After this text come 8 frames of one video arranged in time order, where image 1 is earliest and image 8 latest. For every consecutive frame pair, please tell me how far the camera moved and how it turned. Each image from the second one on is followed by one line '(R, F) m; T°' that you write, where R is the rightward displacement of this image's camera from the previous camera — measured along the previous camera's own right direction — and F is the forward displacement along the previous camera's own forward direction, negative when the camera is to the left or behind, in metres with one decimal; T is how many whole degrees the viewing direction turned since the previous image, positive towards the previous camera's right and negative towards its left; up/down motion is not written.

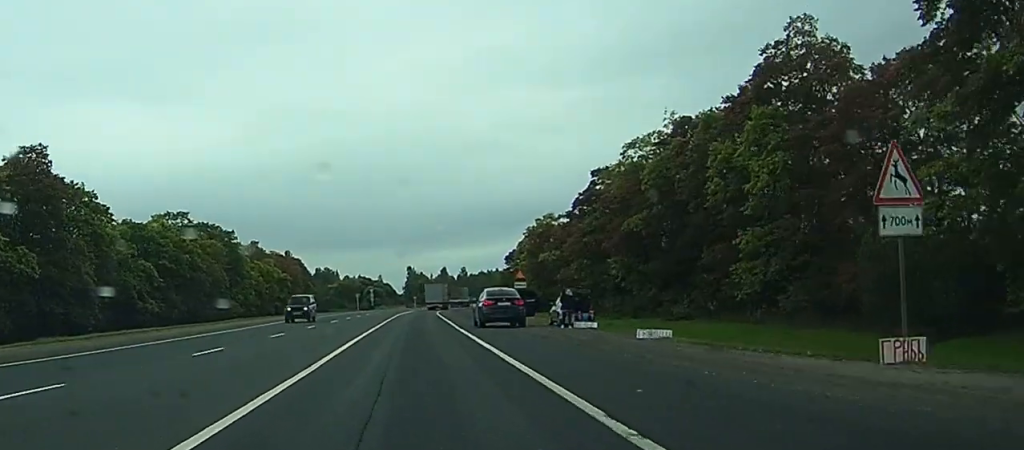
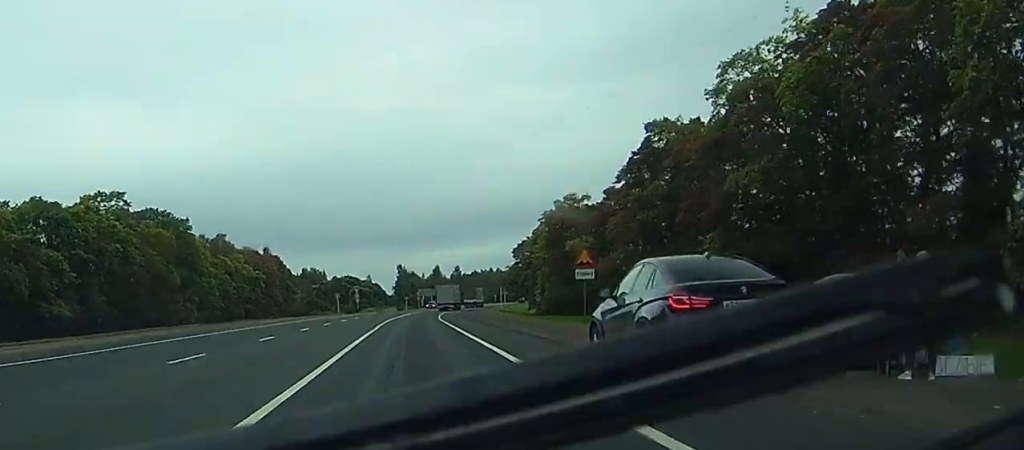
(0.0, +26.6) m; 0°
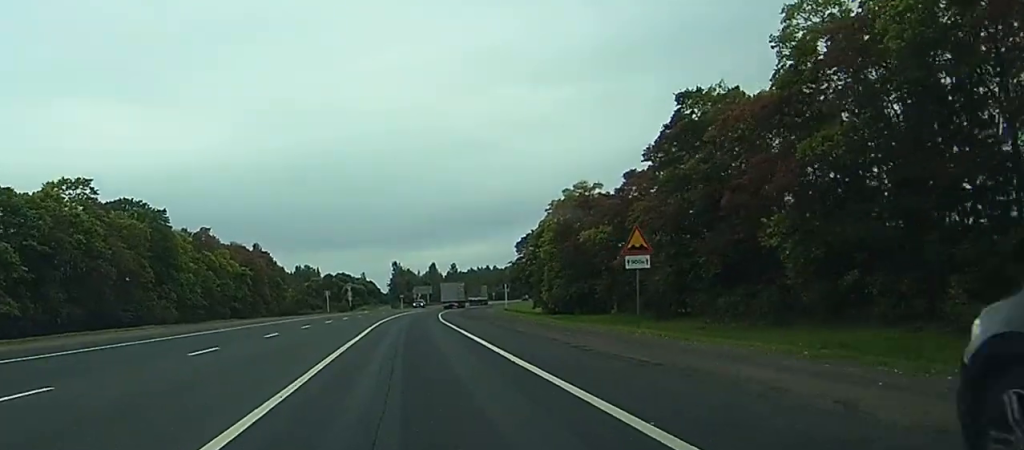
(0.0, +10.1) m; 0°
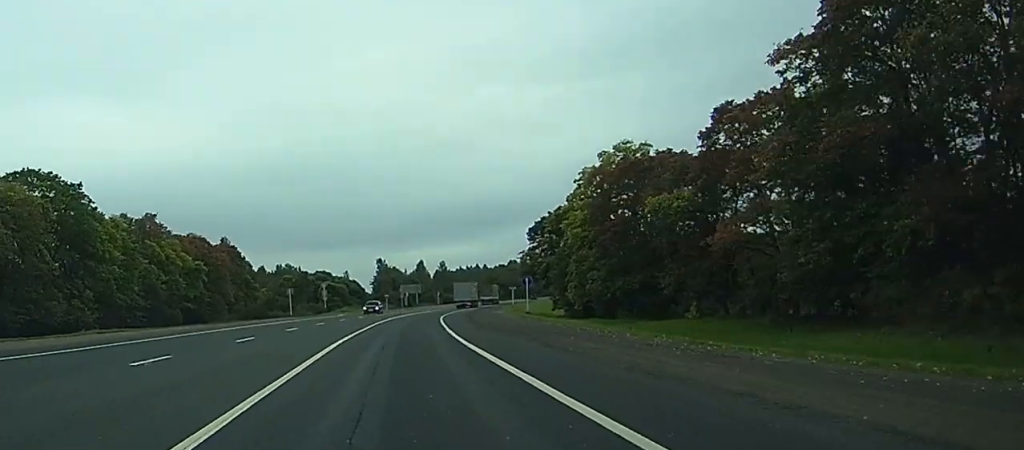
(+0.1, +27.4) m; +1°
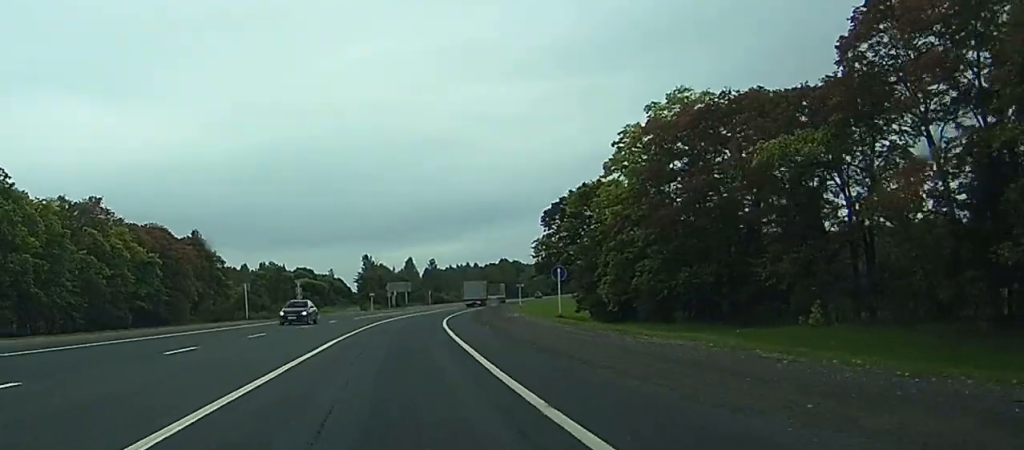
(+0.2, +20.4) m; +1°
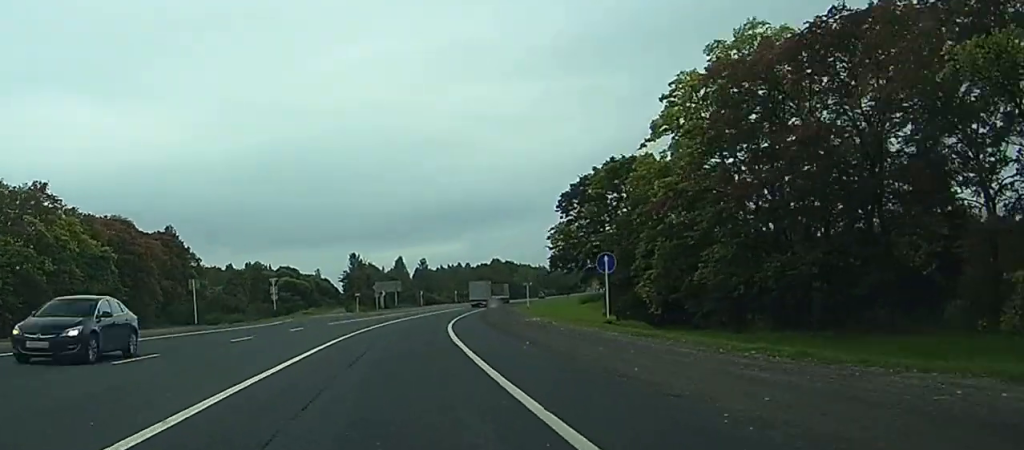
(+0.1, +15.4) m; +1°
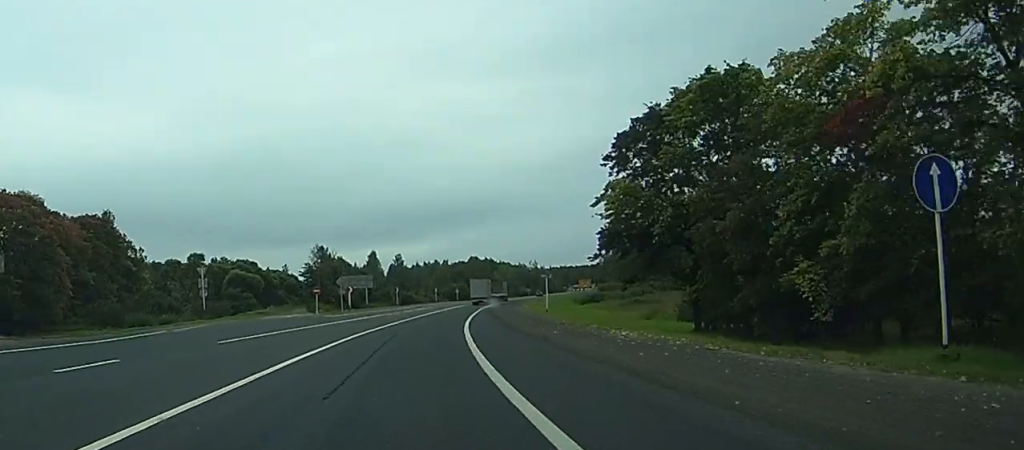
(+0.5, +27.2) m; +2°
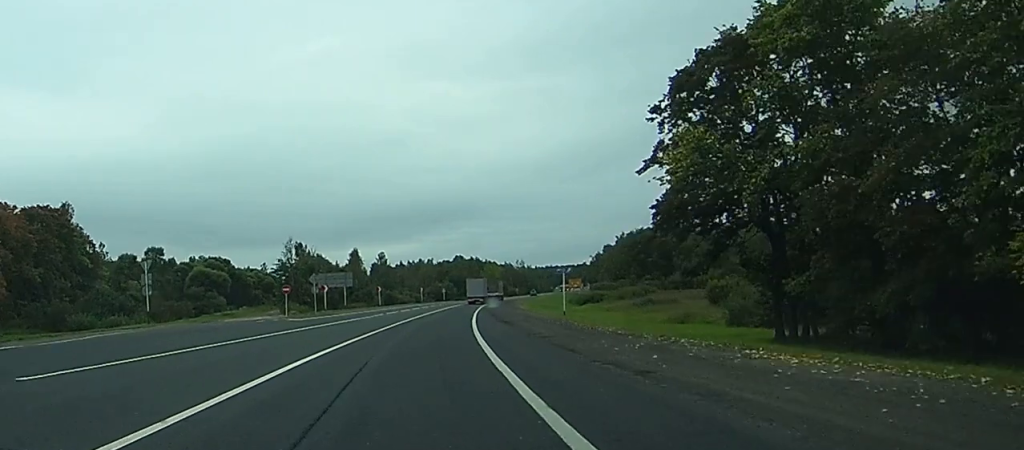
(+0.1, +14.0) m; +1°
